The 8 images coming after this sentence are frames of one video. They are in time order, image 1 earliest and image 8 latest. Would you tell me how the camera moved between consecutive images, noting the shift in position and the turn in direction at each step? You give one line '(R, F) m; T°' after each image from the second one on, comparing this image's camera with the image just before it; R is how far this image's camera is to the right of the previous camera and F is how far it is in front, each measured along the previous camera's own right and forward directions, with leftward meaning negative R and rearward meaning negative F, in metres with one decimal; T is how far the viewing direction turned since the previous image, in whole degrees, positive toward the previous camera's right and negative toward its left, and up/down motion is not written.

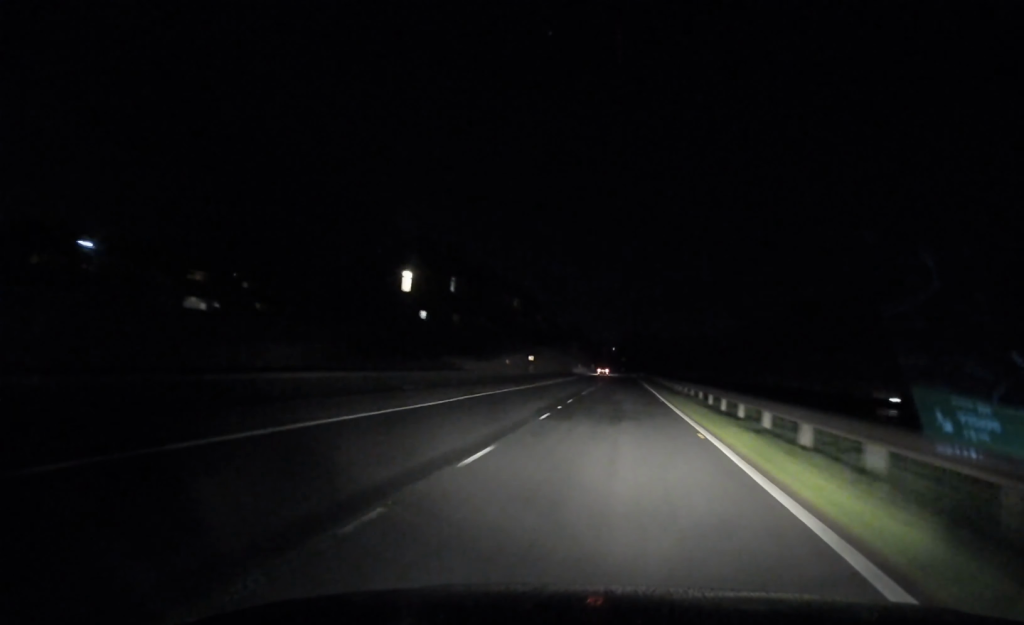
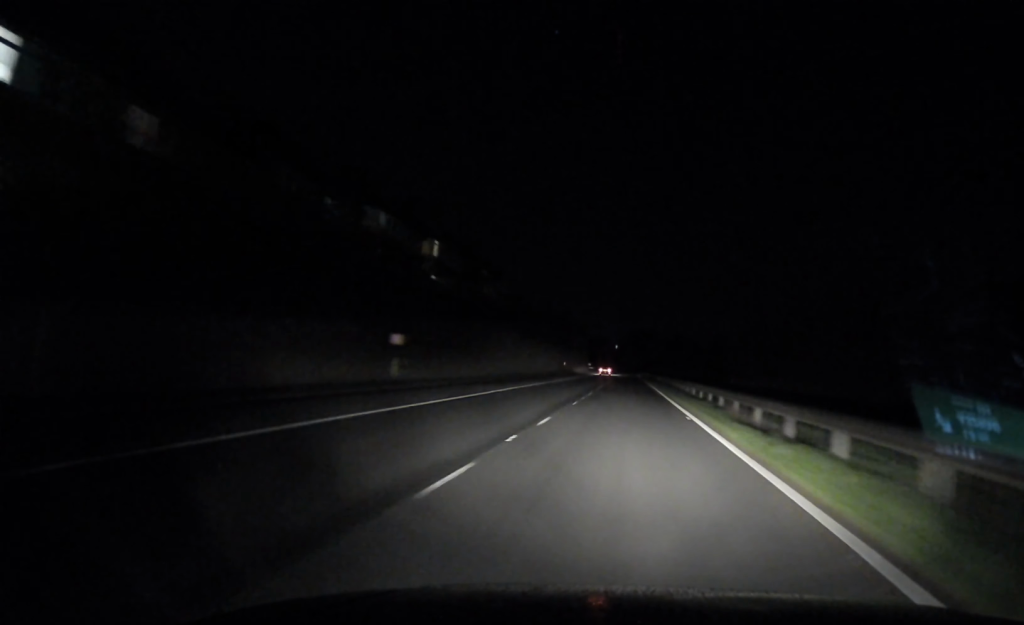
(+0.1, +45.5) m; 0°
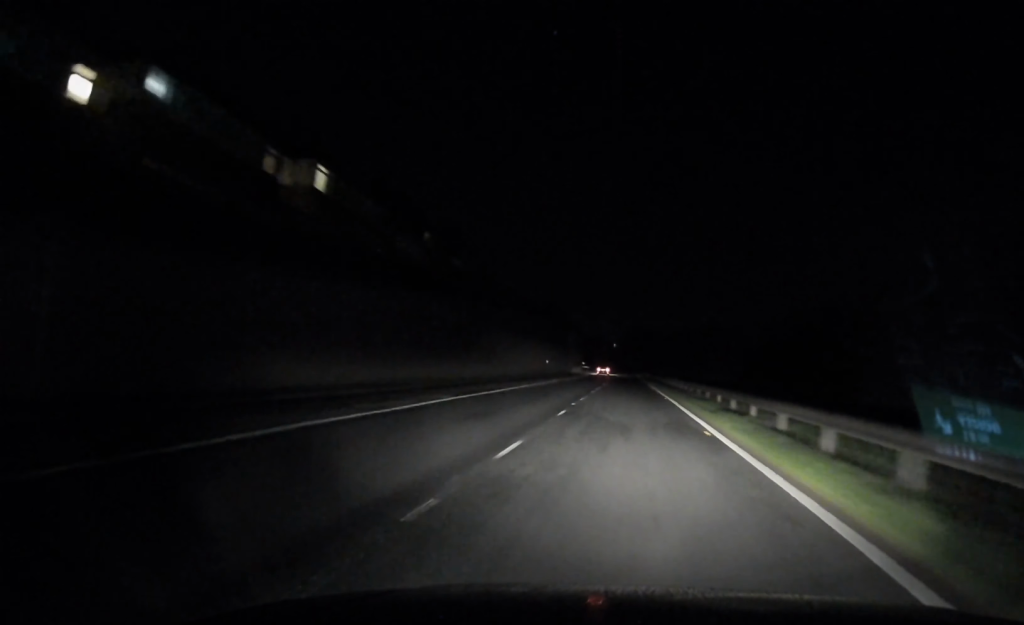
(-0.1, +23.6) m; 0°
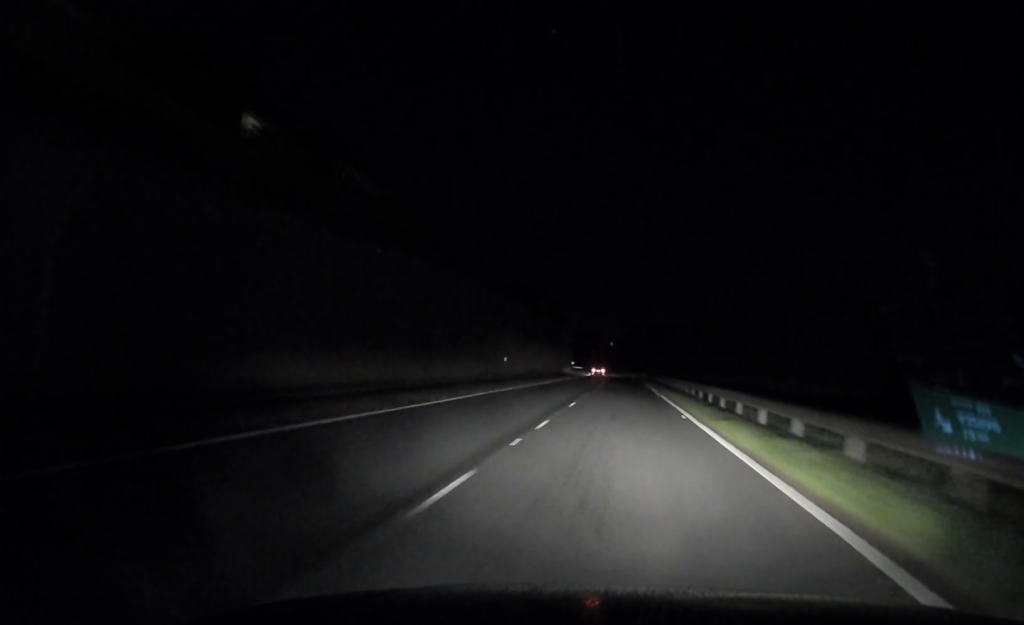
(0.0, +28.8) m; 0°
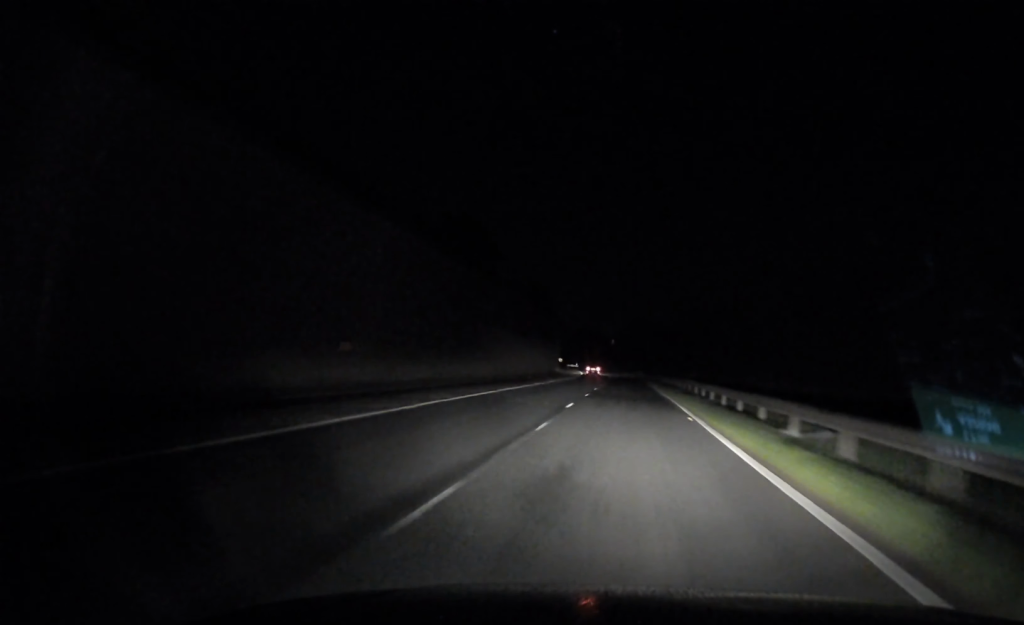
(+0.1, +36.4) m; 0°
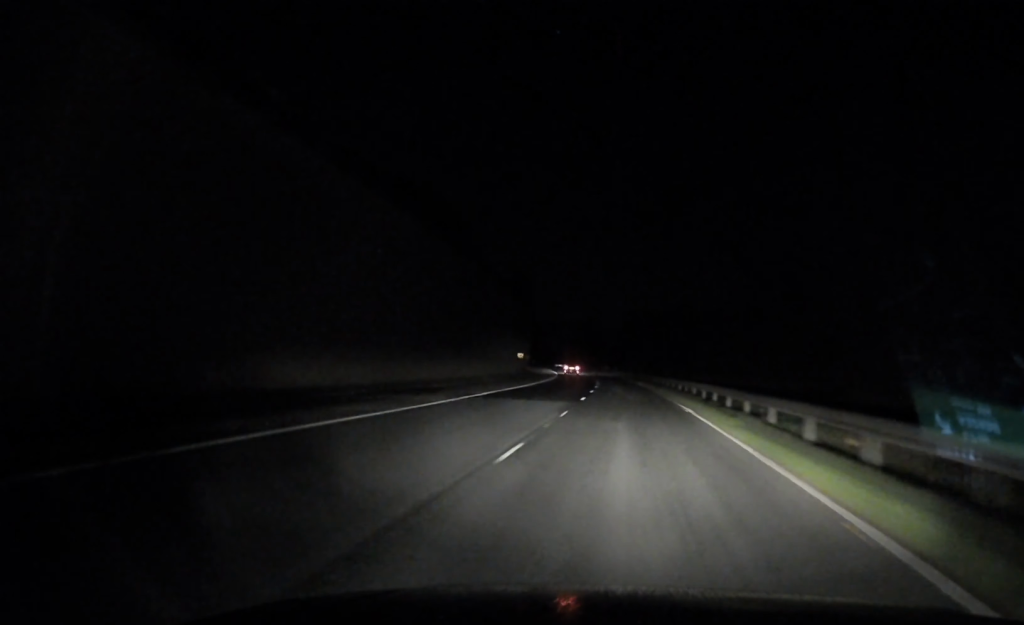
(+0.2, +48.1) m; 0°
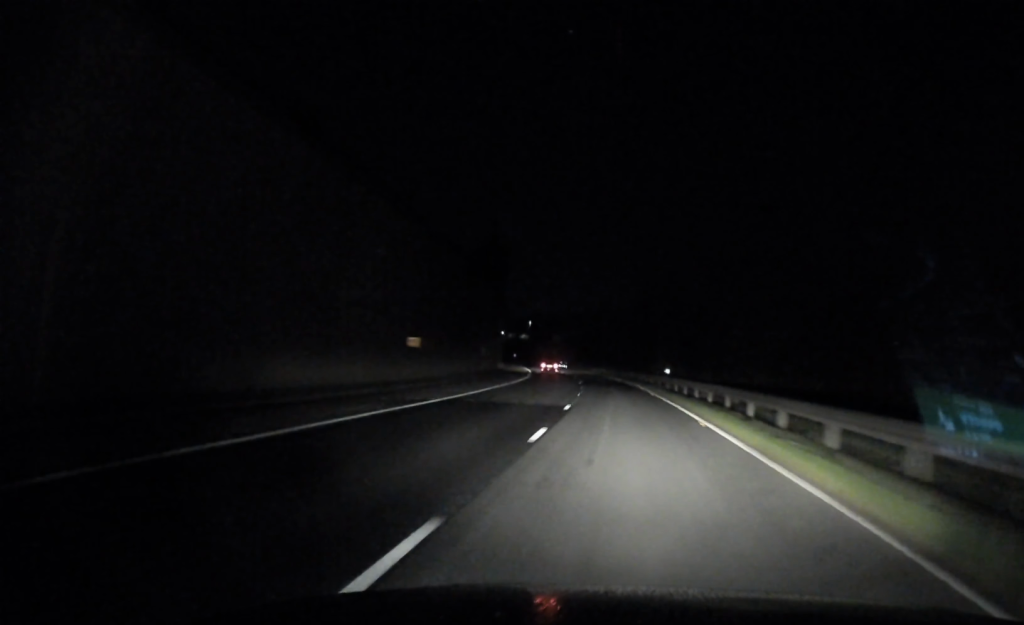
(-0.4, +42.8) m; -1°
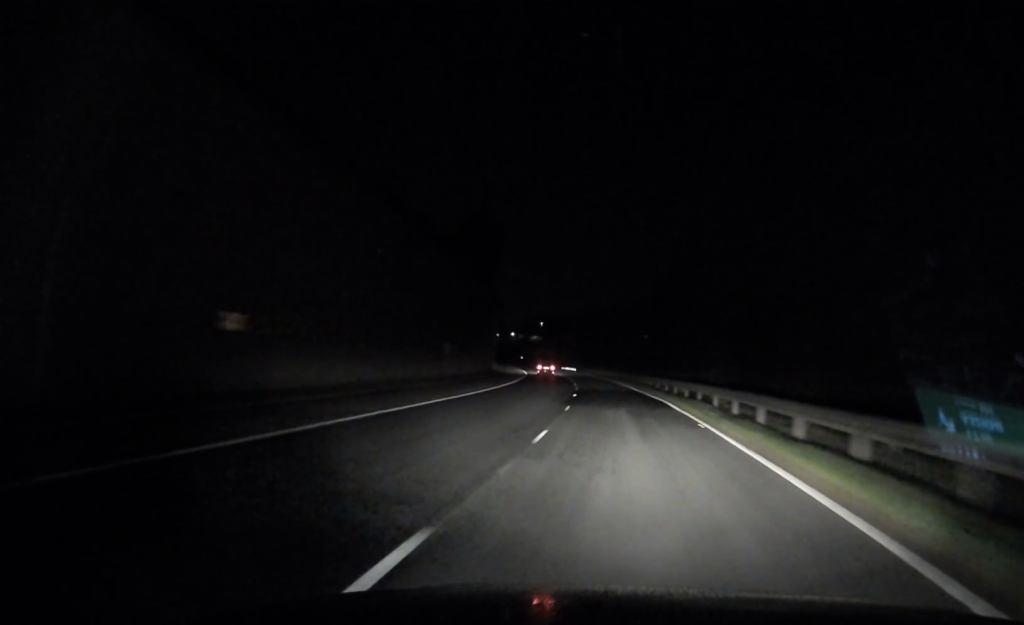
(-0.1, +18.1) m; -1°
